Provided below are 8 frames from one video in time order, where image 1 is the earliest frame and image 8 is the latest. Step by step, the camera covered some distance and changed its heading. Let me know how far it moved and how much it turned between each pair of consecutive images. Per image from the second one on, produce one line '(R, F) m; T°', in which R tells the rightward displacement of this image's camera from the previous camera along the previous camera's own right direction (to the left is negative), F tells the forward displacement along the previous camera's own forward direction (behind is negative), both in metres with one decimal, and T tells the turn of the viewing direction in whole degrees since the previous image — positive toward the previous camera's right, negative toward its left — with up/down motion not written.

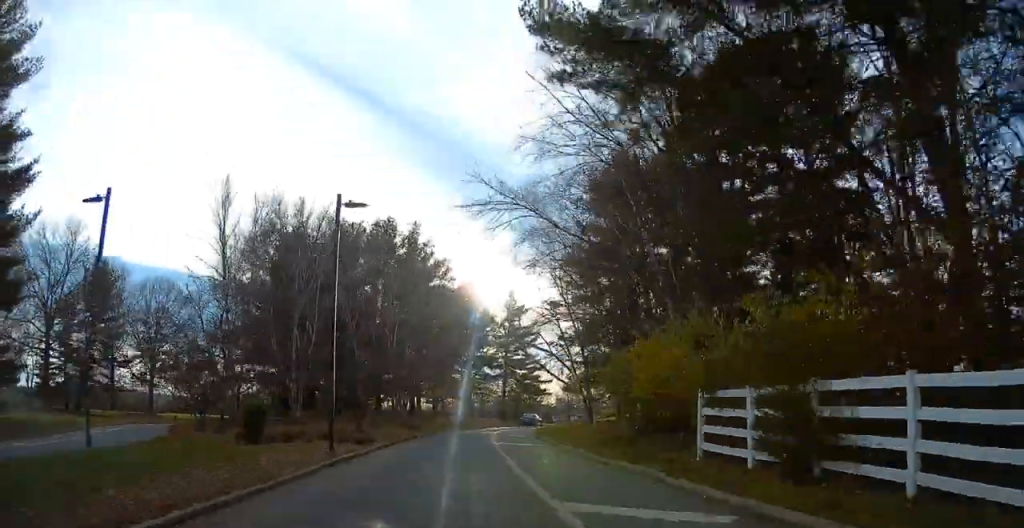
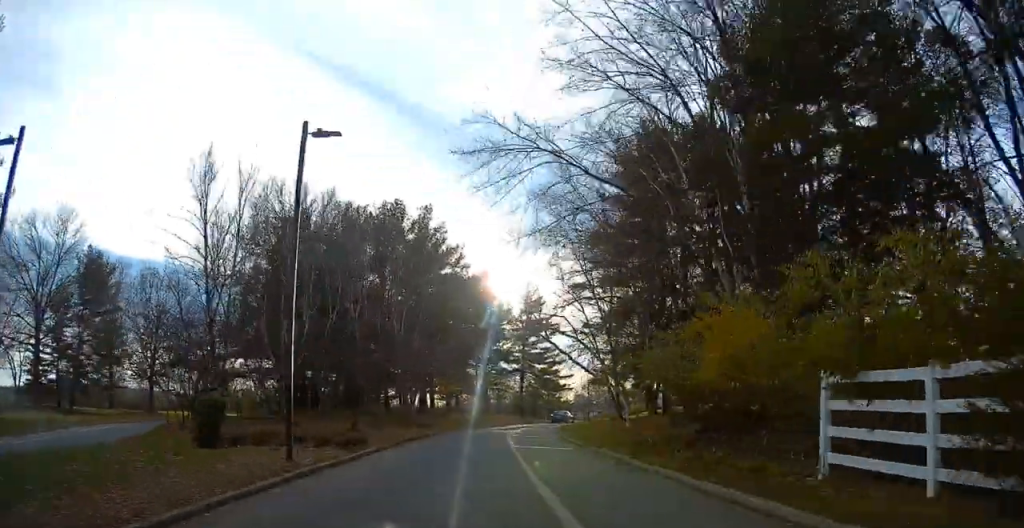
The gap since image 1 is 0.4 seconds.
(+0.6, +5.6) m; -6°
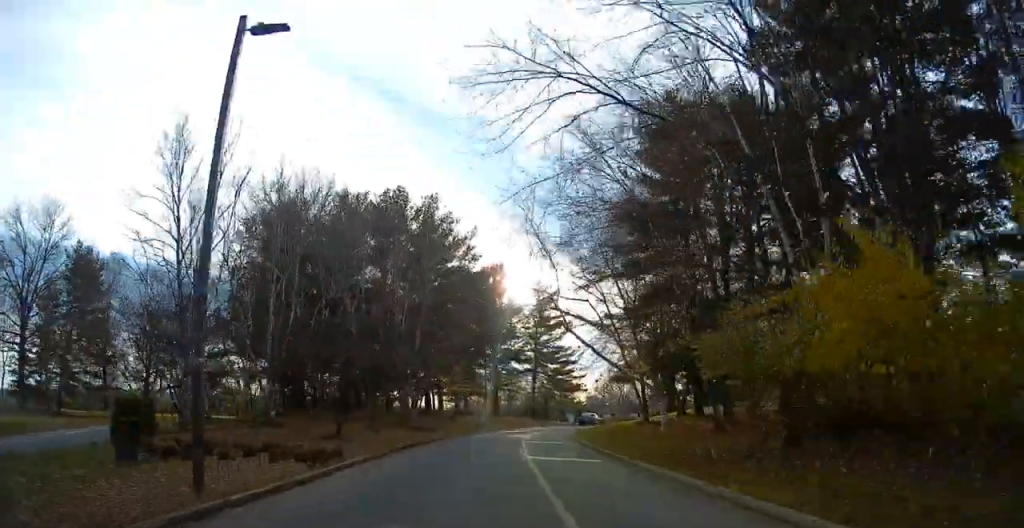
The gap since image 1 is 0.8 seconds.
(+0.2, +4.8) m; -6°
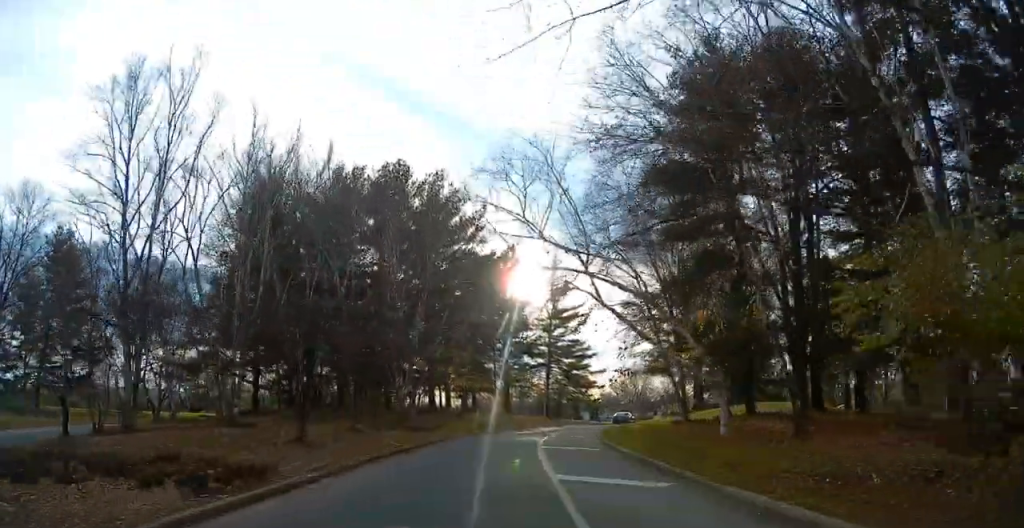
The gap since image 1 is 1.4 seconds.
(-1.7, +5.9) m; -8°
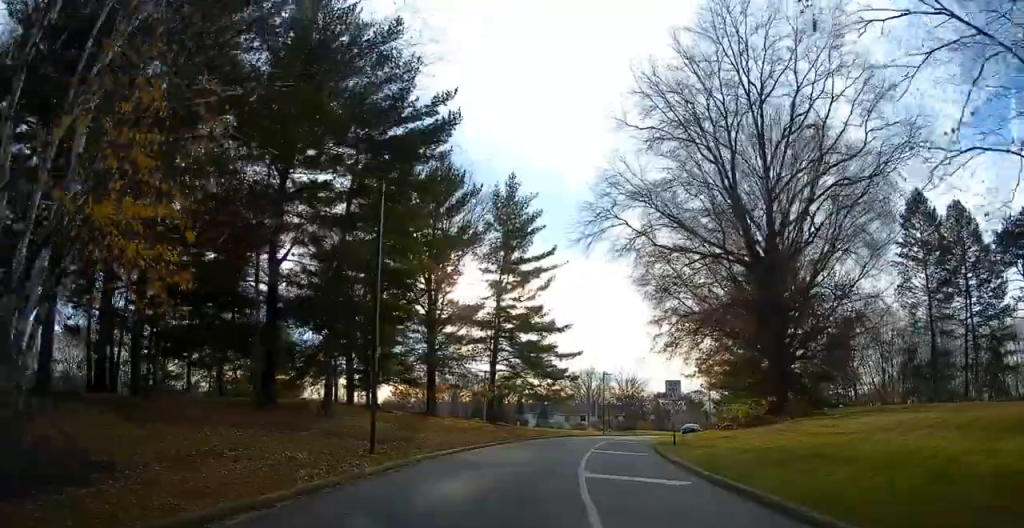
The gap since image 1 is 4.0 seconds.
(+6.4, +29.3) m; +20°
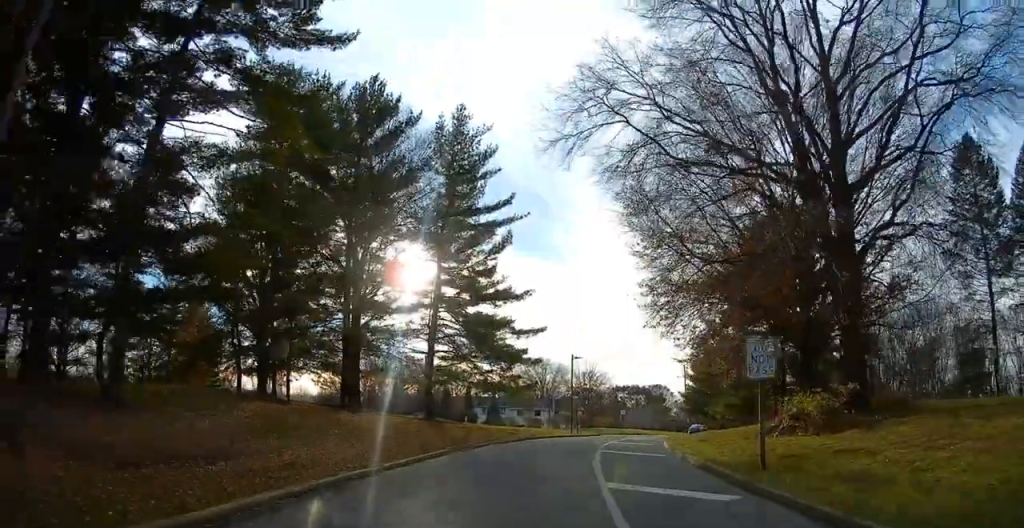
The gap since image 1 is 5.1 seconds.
(-1.3, +14.0) m; -3°
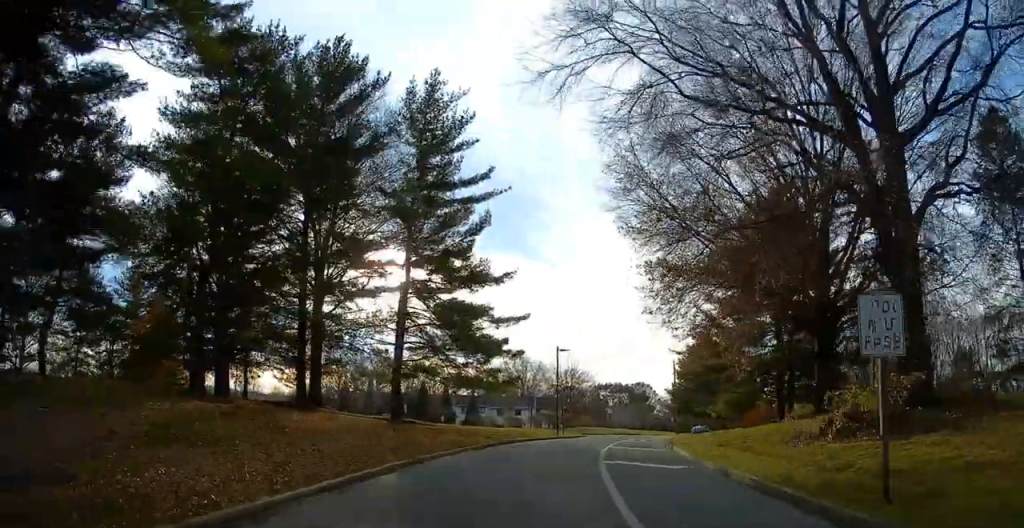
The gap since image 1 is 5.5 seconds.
(+0.1, +5.5) m; +2°
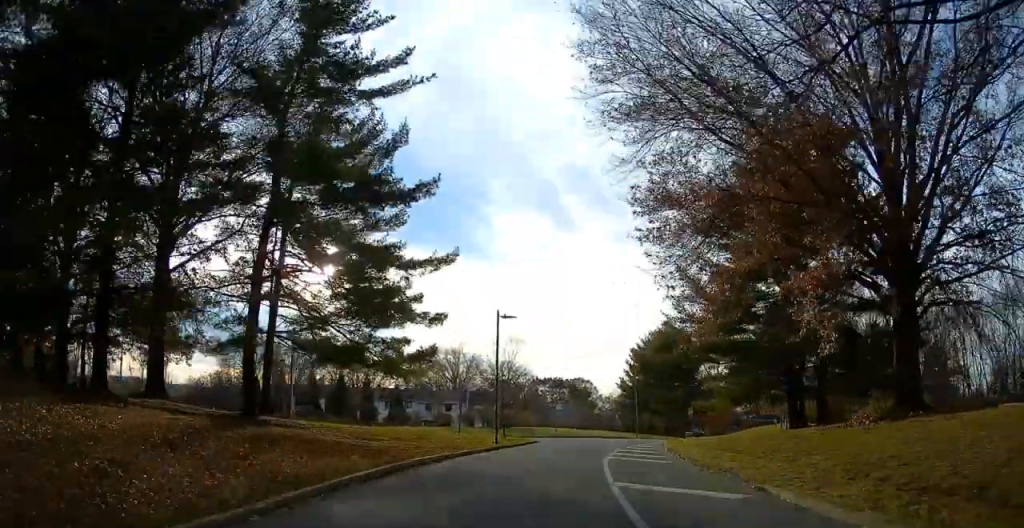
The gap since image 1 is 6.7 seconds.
(+0.5, +14.8) m; +5°
